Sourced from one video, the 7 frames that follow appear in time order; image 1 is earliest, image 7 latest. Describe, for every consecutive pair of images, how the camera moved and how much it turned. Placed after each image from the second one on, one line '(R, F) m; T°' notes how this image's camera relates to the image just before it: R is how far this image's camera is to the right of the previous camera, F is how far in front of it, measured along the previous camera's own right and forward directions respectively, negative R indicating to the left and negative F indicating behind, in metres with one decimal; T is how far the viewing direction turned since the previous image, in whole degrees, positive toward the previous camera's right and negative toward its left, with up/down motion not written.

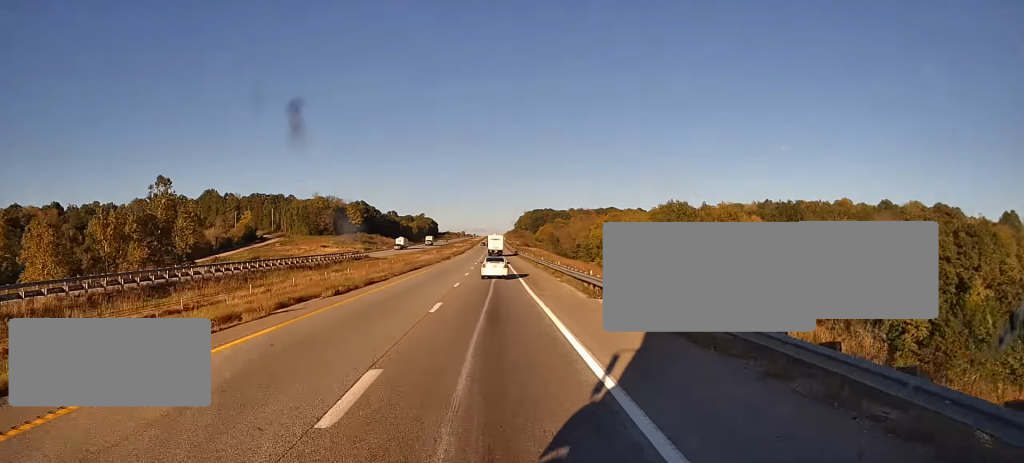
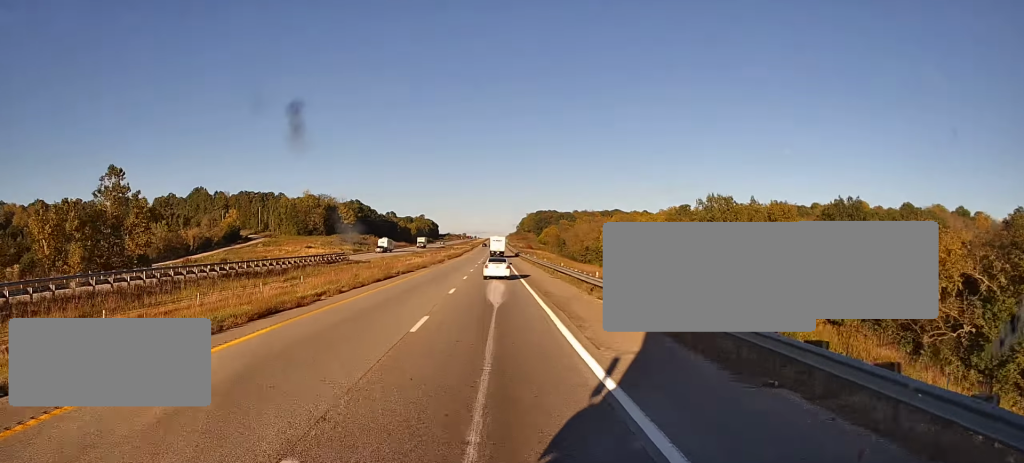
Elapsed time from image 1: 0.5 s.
(-0.2, +16.5) m; 0°
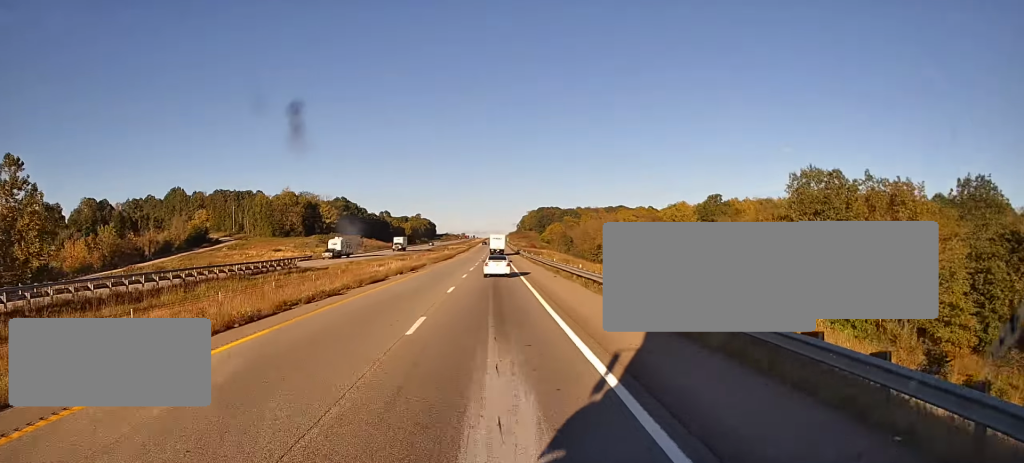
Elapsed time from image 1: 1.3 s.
(-0.2, +24.7) m; 0°
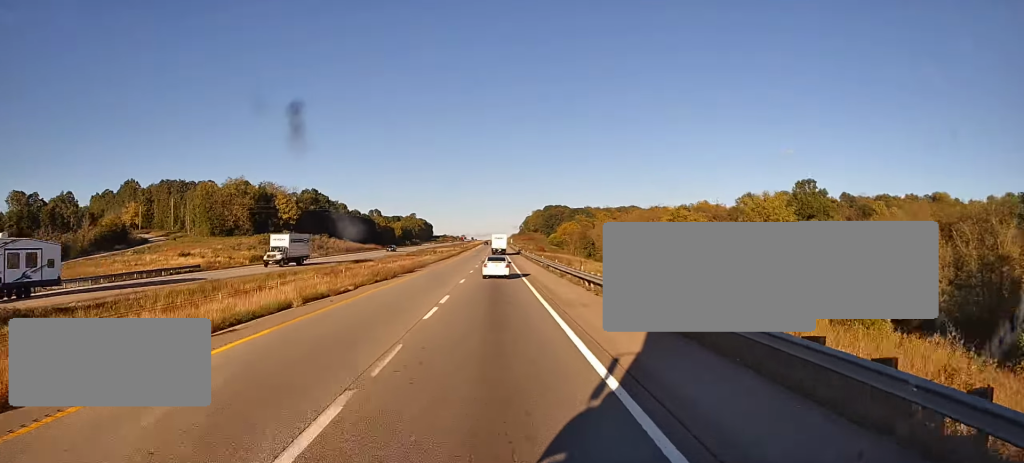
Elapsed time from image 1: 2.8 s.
(+0.8, +45.6) m; +1°
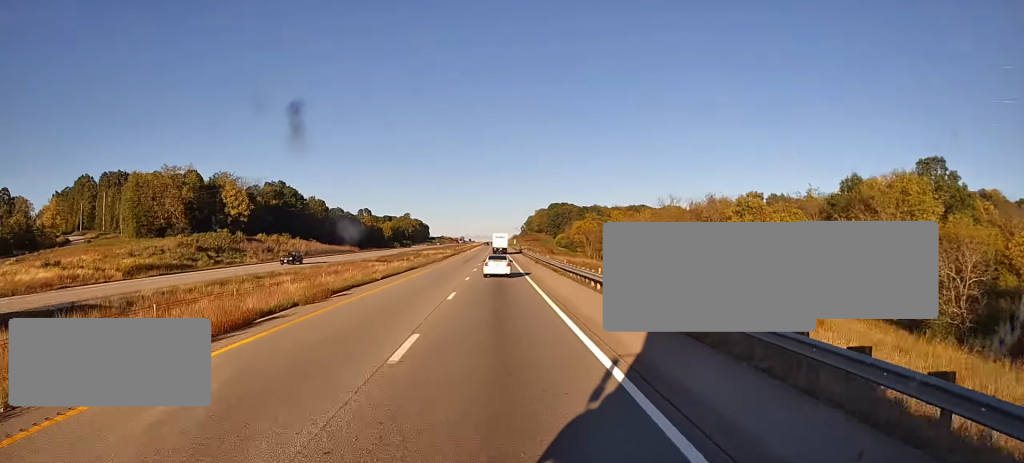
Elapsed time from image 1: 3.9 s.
(-0.4, +35.3) m; -1°
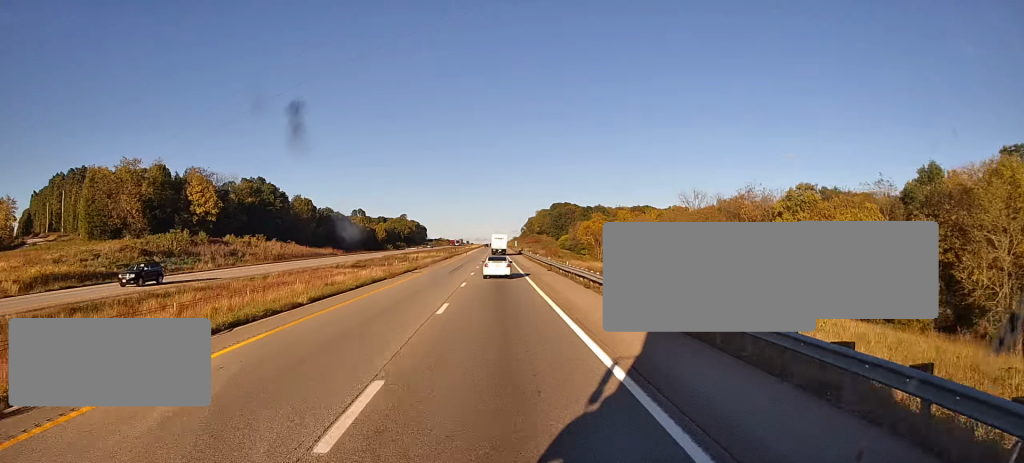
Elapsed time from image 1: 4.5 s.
(+0.1, +16.6) m; 0°
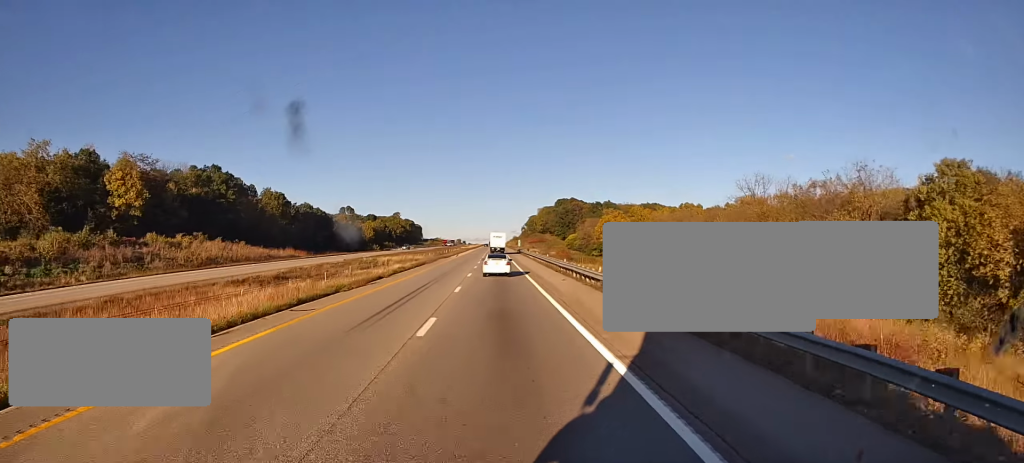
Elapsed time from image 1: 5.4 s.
(+0.2, +29.1) m; 0°
